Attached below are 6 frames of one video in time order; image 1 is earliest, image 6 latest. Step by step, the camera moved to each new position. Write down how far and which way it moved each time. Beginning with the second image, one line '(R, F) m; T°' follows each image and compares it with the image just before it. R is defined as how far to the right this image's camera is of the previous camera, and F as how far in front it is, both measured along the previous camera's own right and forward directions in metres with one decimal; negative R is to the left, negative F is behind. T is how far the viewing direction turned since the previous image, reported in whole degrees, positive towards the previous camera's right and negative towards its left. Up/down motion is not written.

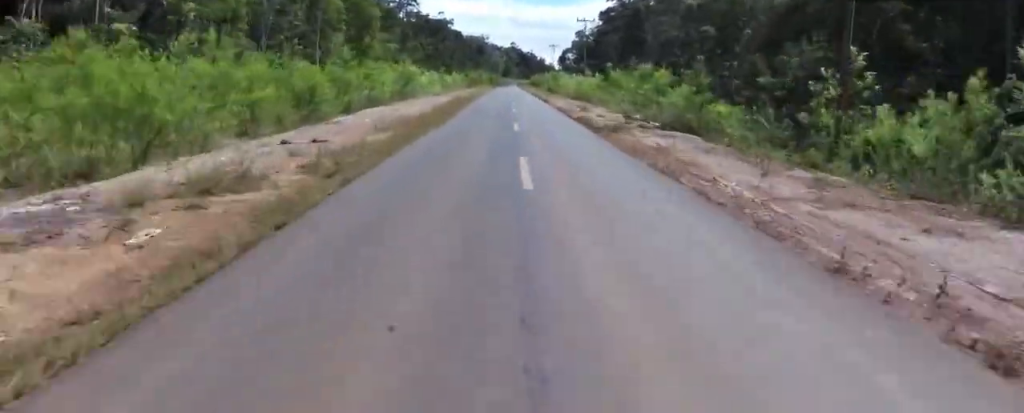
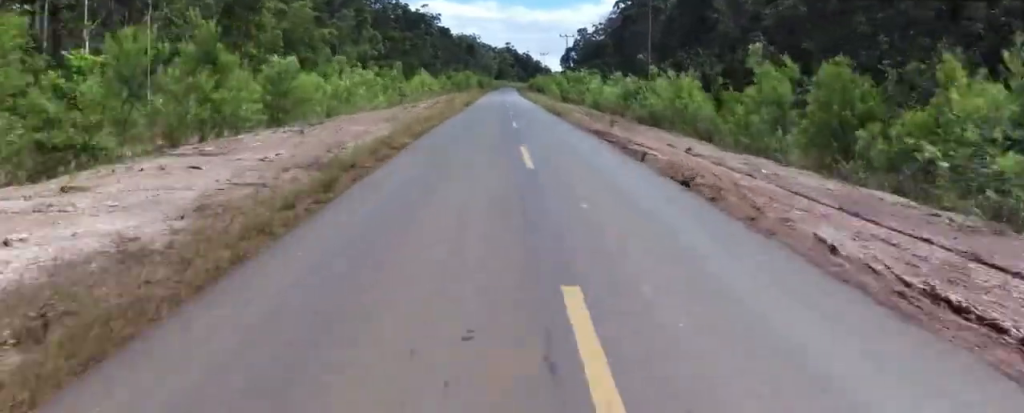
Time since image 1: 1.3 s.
(0.0, +30.6) m; 0°
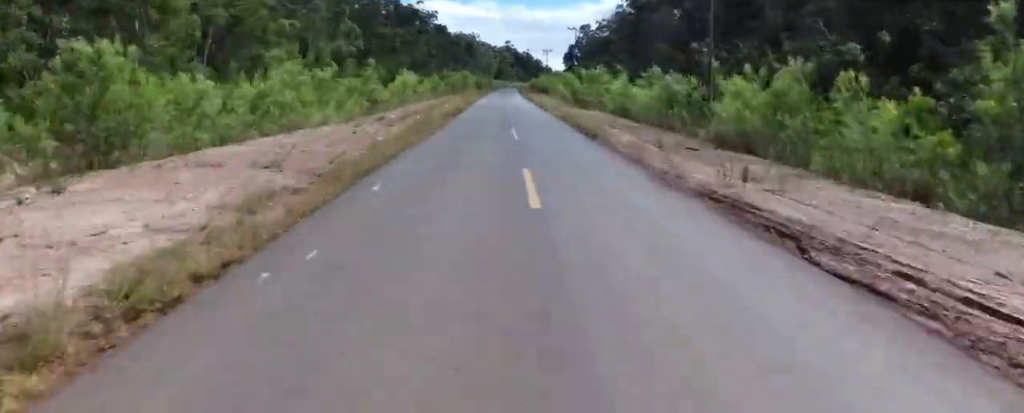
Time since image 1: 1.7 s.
(-0.3, +10.6) m; +1°
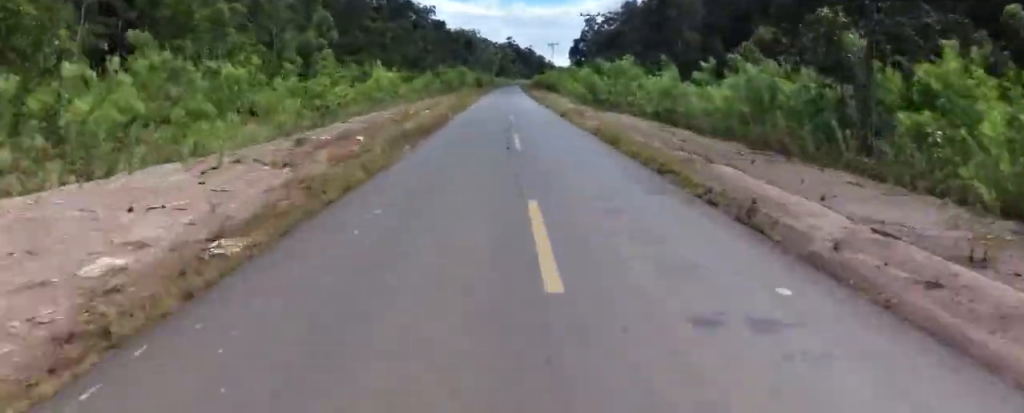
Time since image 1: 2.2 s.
(+0.1, +11.5) m; +1°
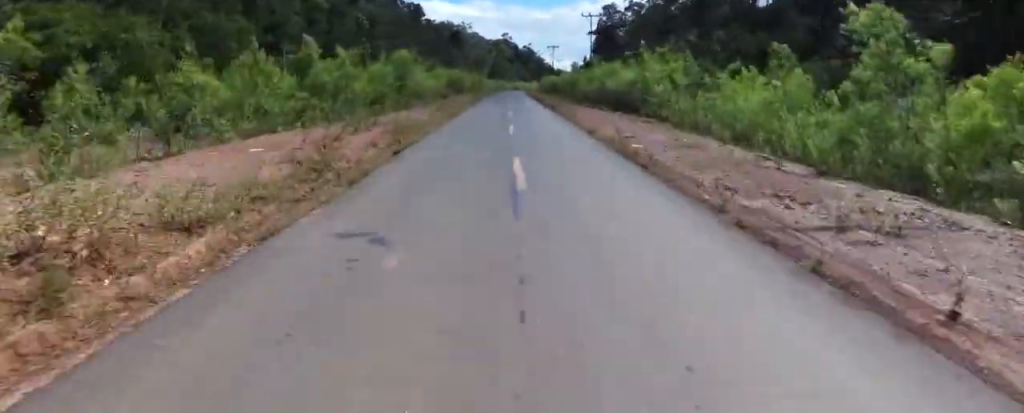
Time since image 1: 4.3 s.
(+1.9, +52.8) m; +1°
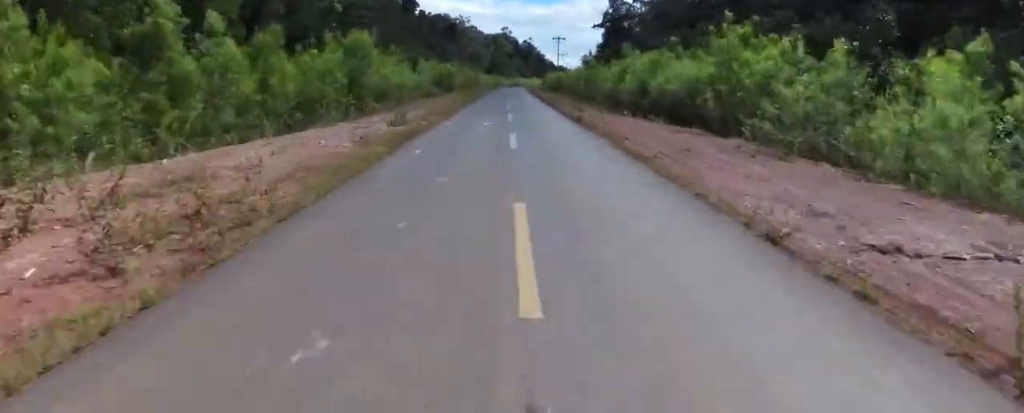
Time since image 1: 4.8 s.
(+0.6, +12.9) m; -3°
